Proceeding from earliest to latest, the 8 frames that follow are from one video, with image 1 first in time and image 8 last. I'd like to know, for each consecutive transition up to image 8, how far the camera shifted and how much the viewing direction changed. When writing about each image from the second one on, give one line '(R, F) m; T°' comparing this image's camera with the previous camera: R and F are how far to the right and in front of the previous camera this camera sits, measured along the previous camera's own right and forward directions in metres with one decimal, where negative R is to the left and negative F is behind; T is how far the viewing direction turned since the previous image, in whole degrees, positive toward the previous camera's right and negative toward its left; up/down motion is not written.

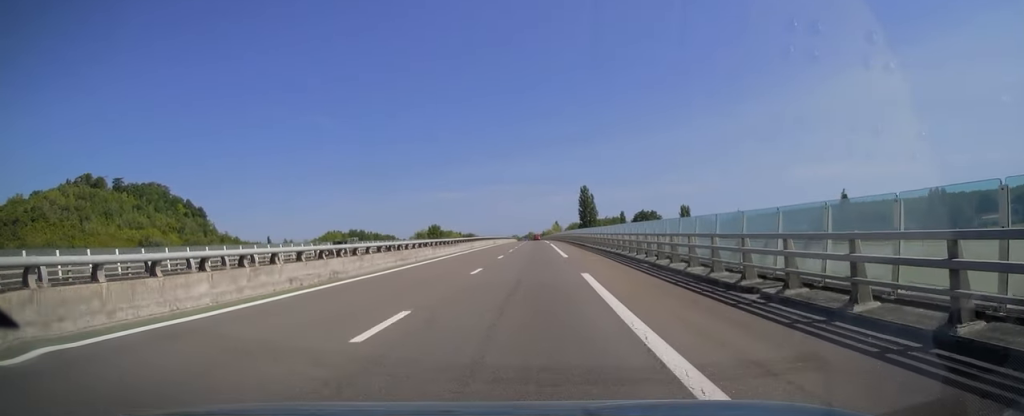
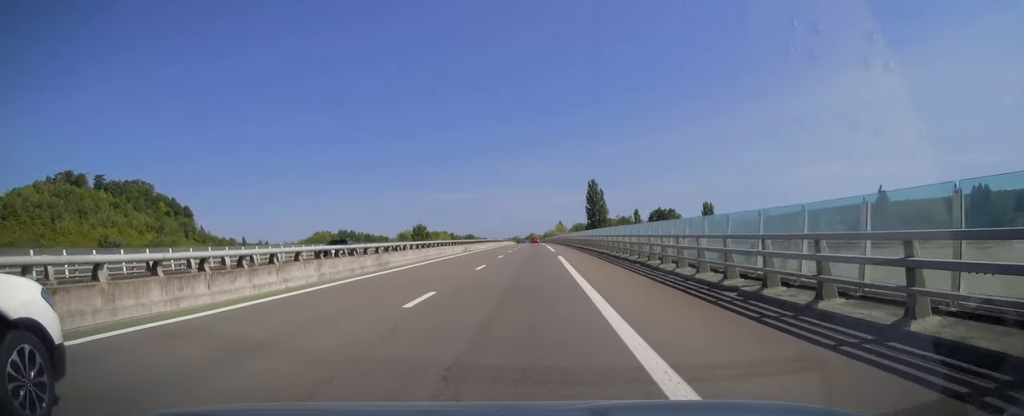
(0.0, +35.3) m; 0°
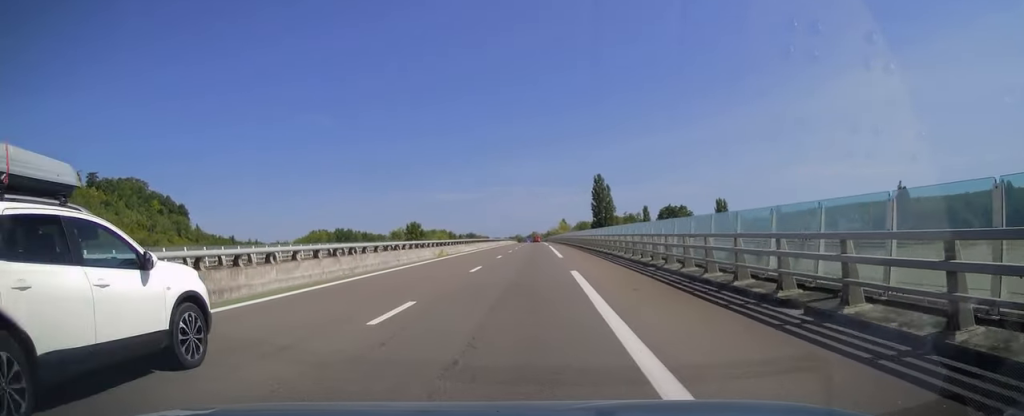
(0.0, +15.2) m; 0°
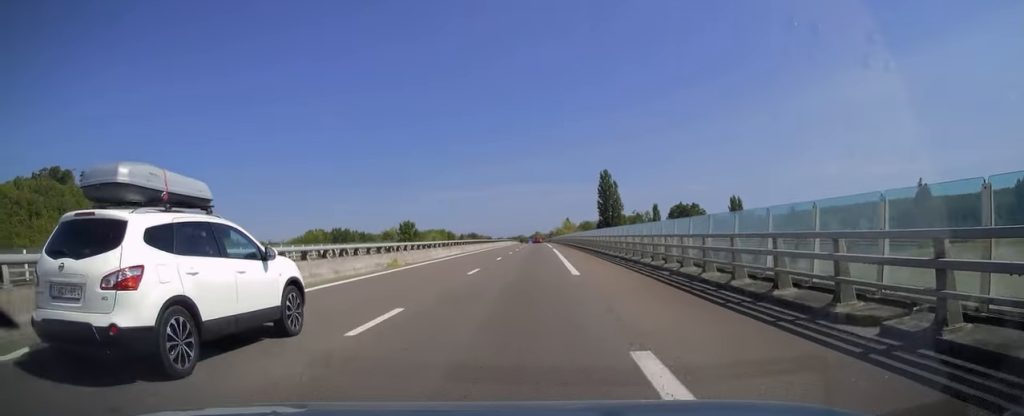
(0.0, +14.2) m; 0°
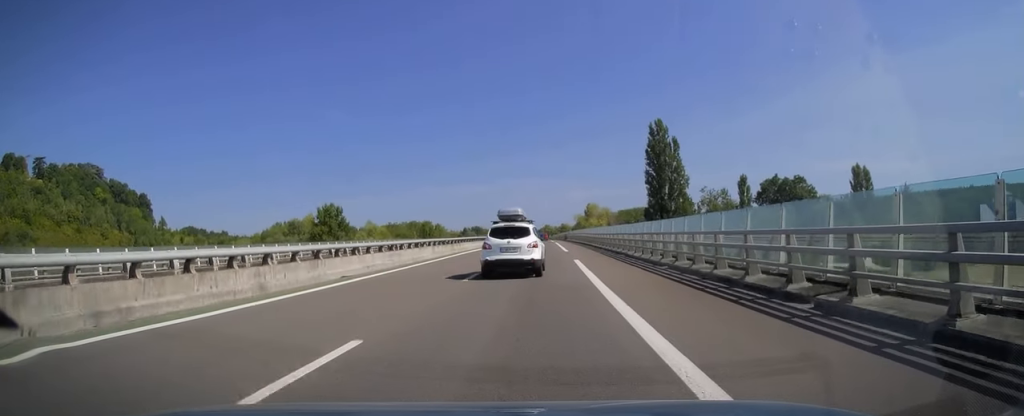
(-0.7, +81.5) m; -1°
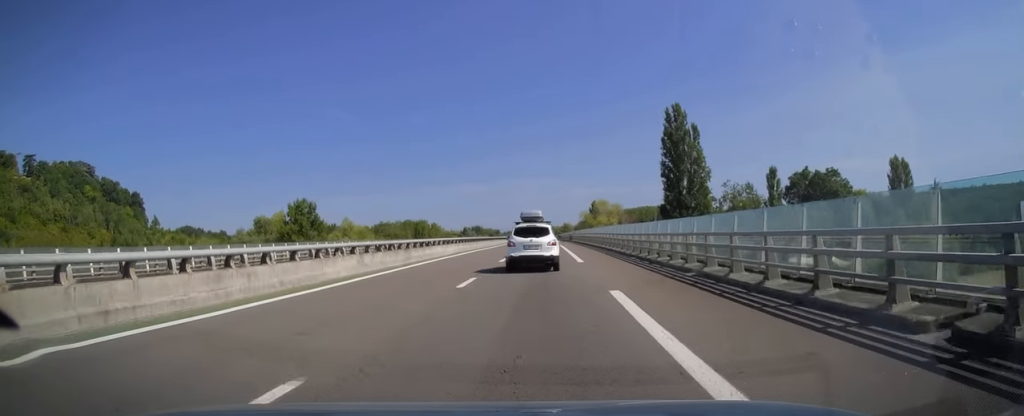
(0.0, +15.3) m; 0°
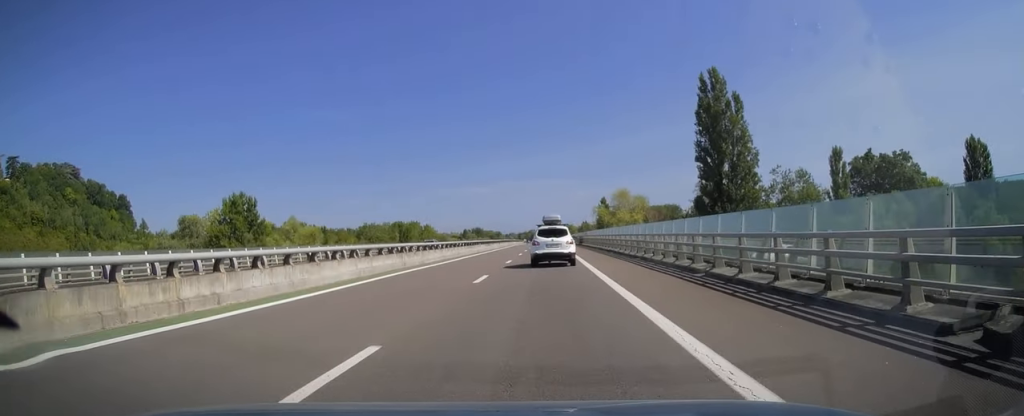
(0.0, +24.2) m; 0°
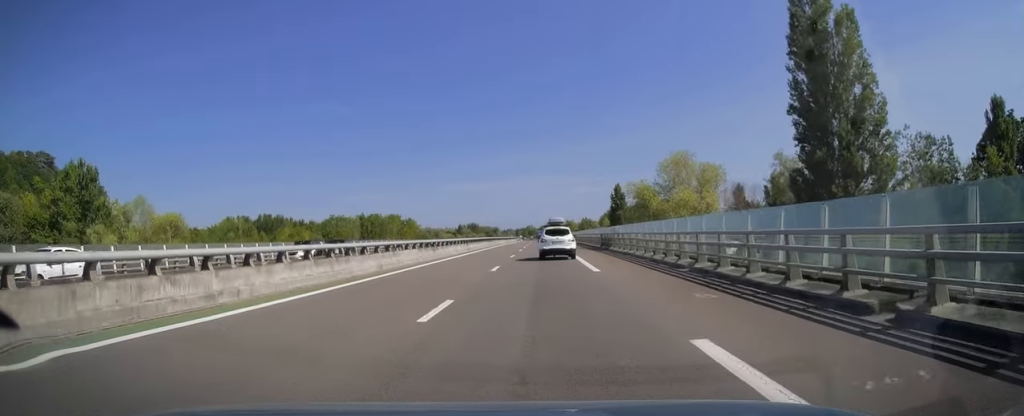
(-0.2, +34.2) m; 0°
